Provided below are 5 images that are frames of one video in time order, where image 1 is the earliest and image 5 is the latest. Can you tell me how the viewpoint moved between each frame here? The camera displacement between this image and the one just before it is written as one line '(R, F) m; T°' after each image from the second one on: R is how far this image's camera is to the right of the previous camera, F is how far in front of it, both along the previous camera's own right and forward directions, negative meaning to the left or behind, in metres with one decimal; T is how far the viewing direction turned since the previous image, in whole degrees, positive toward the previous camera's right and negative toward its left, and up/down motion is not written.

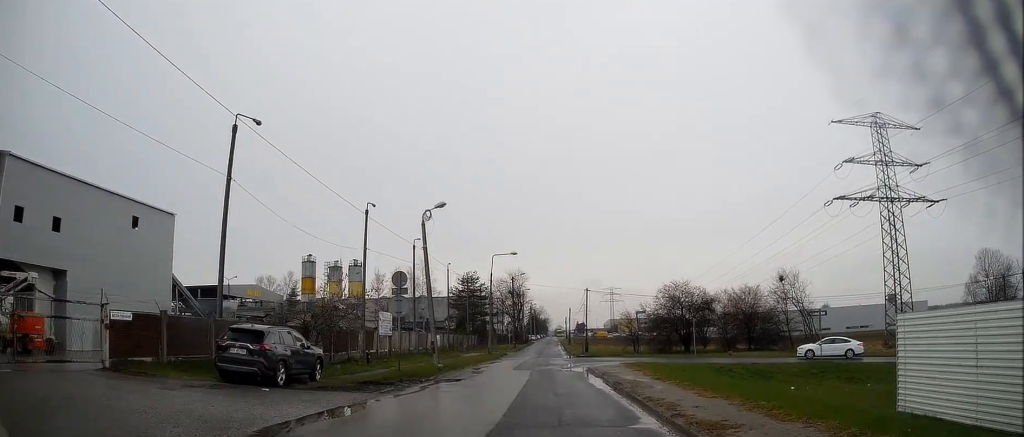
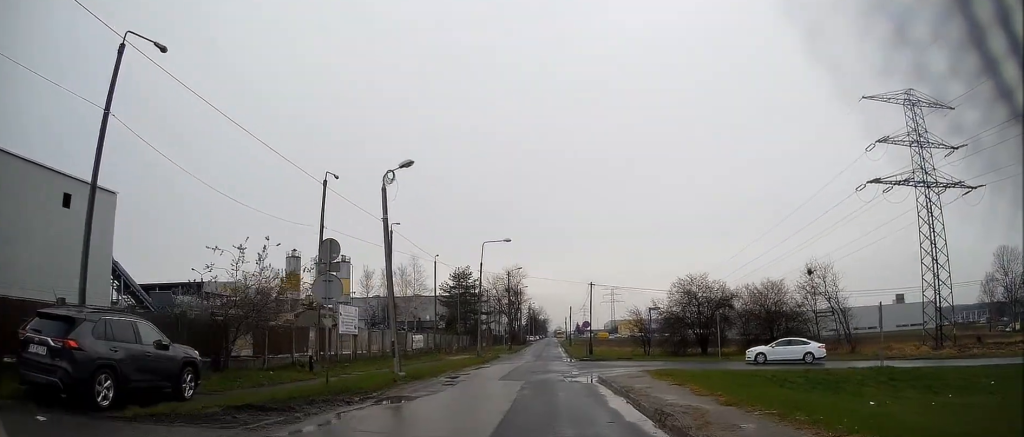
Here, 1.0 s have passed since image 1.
(-0.1, +7.6) m; -1°
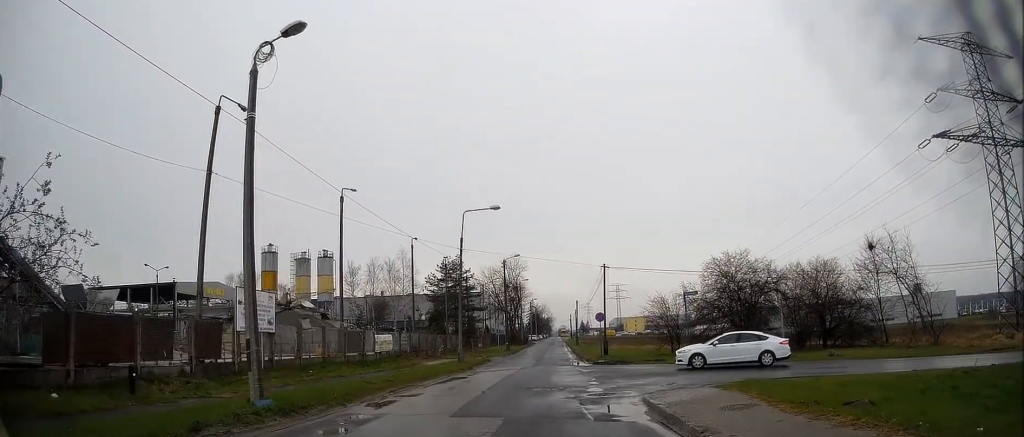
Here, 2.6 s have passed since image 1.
(0.0, +11.4) m; 0°
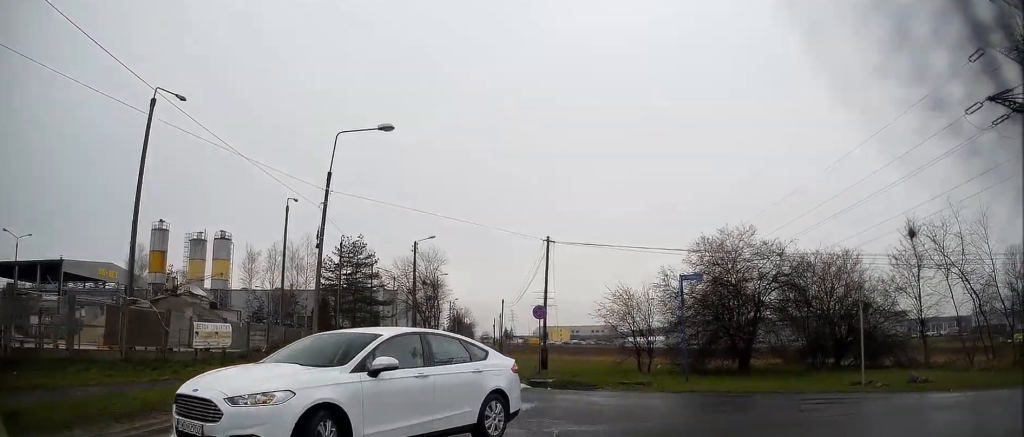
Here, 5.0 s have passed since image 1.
(+0.2, +13.5) m; +10°
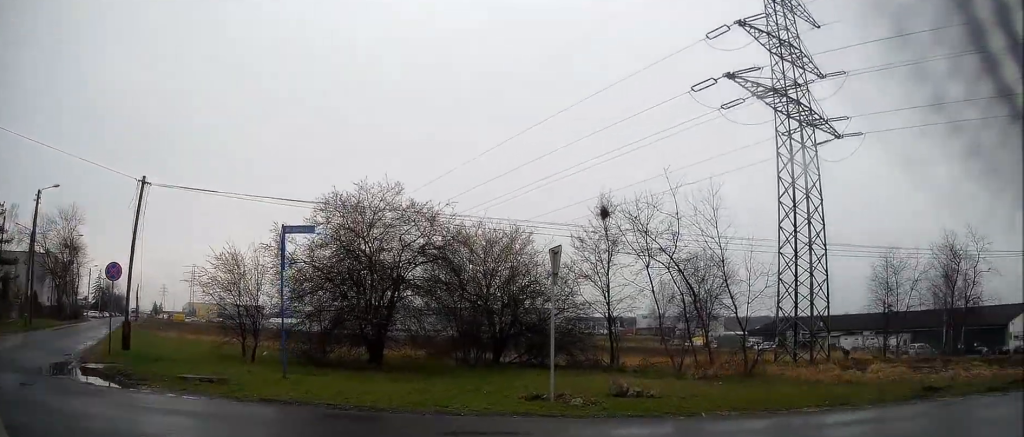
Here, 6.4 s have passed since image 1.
(+1.5, +6.3) m; +33°
